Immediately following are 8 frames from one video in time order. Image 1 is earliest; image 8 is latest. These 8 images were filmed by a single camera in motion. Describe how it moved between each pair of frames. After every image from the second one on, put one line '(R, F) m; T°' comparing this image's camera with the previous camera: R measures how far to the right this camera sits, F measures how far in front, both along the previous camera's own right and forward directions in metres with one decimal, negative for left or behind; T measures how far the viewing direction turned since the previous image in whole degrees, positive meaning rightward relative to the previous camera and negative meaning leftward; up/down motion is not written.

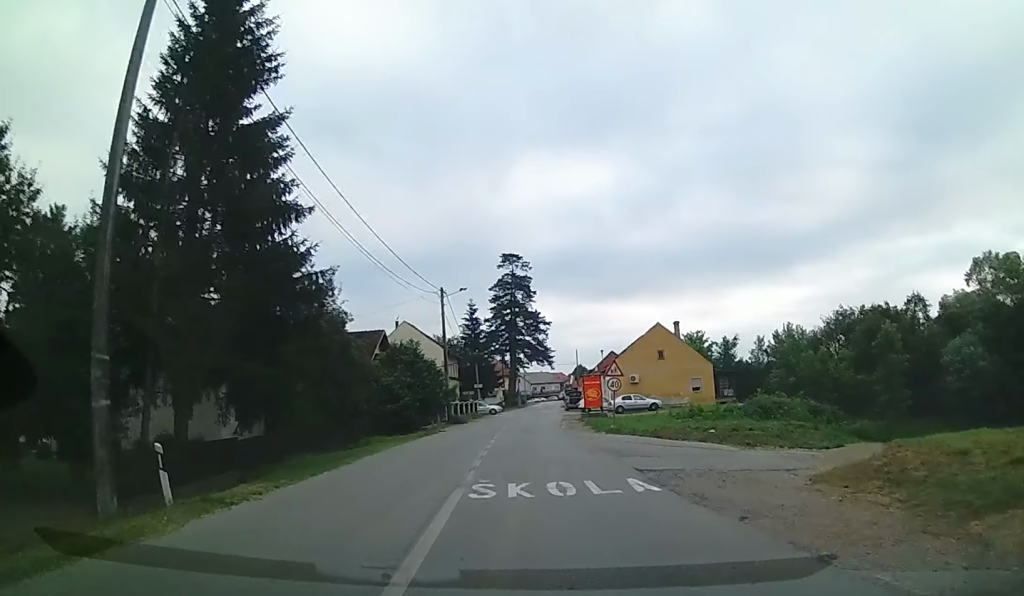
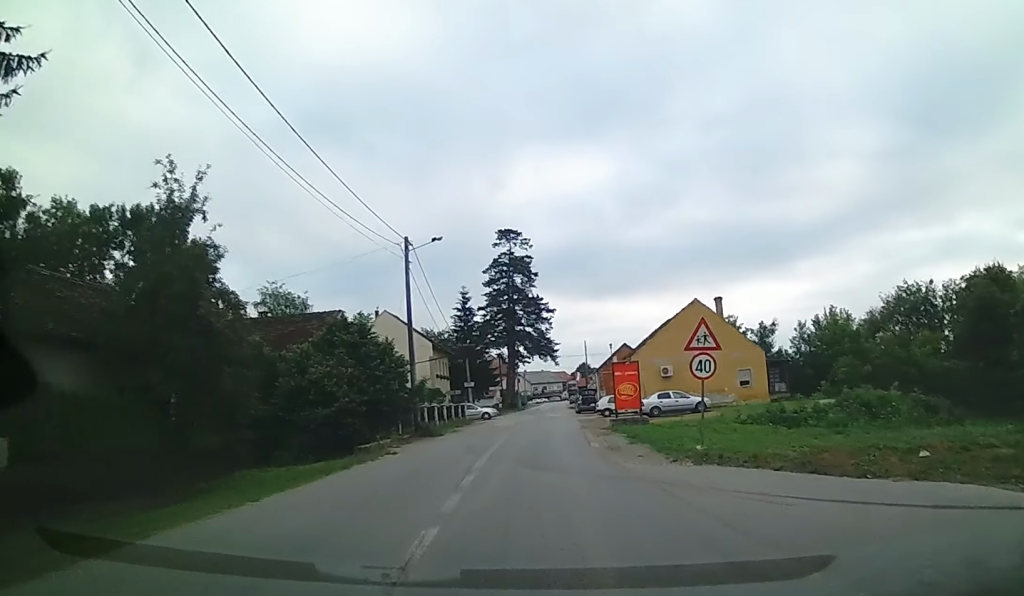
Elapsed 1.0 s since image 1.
(-0.1, +13.7) m; -1°
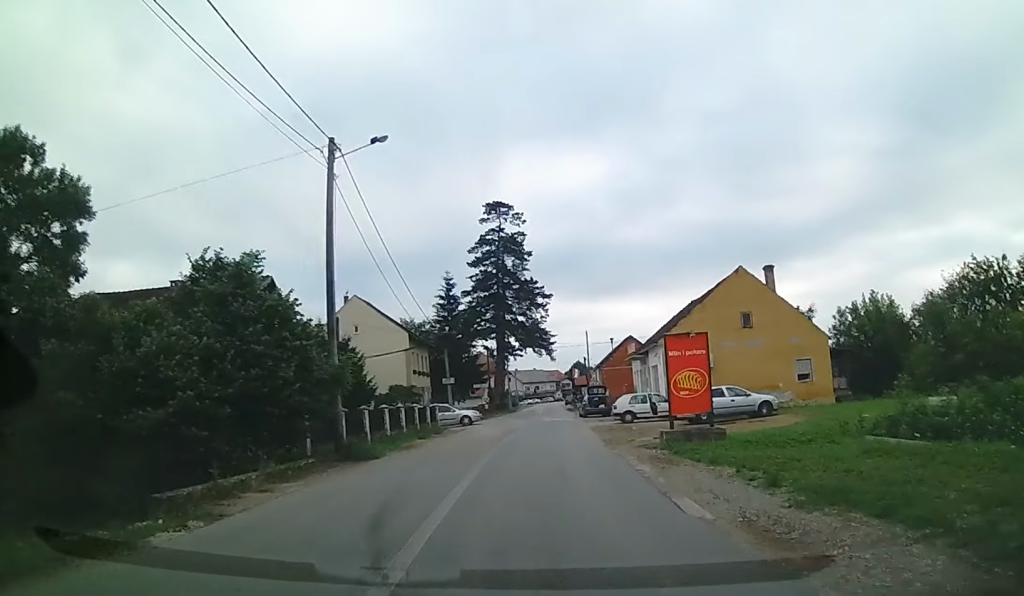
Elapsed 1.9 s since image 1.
(-0.2, +11.8) m; +3°
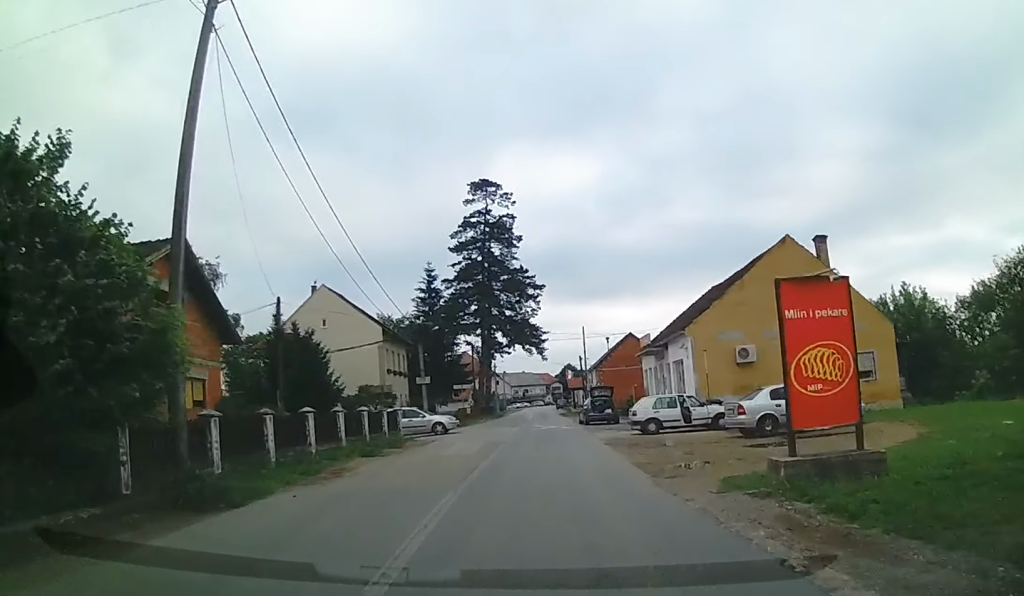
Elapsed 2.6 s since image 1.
(+0.5, +8.2) m; +3°
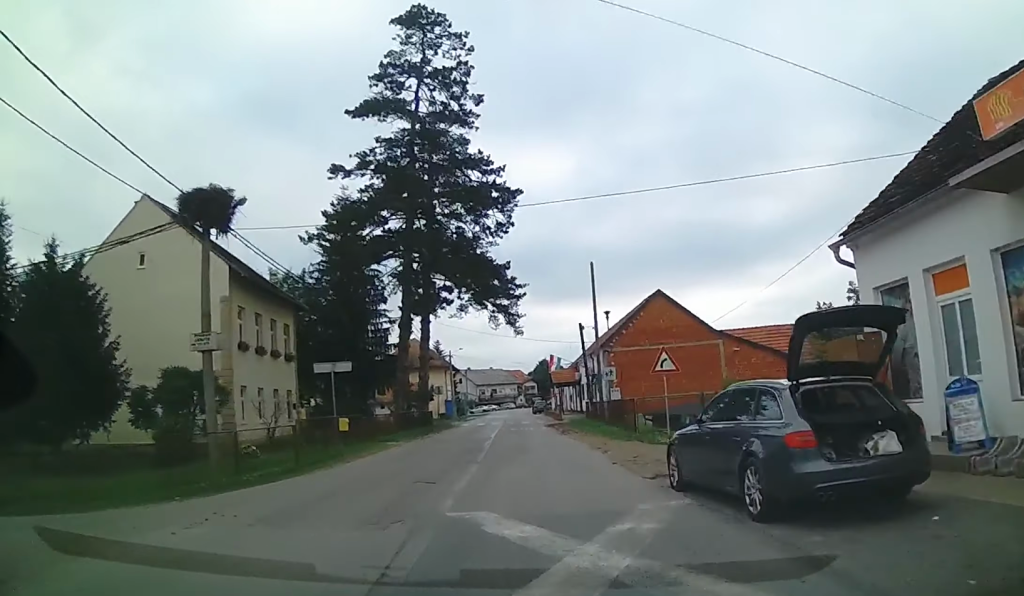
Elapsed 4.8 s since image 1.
(+1.2, +28.9) m; +1°
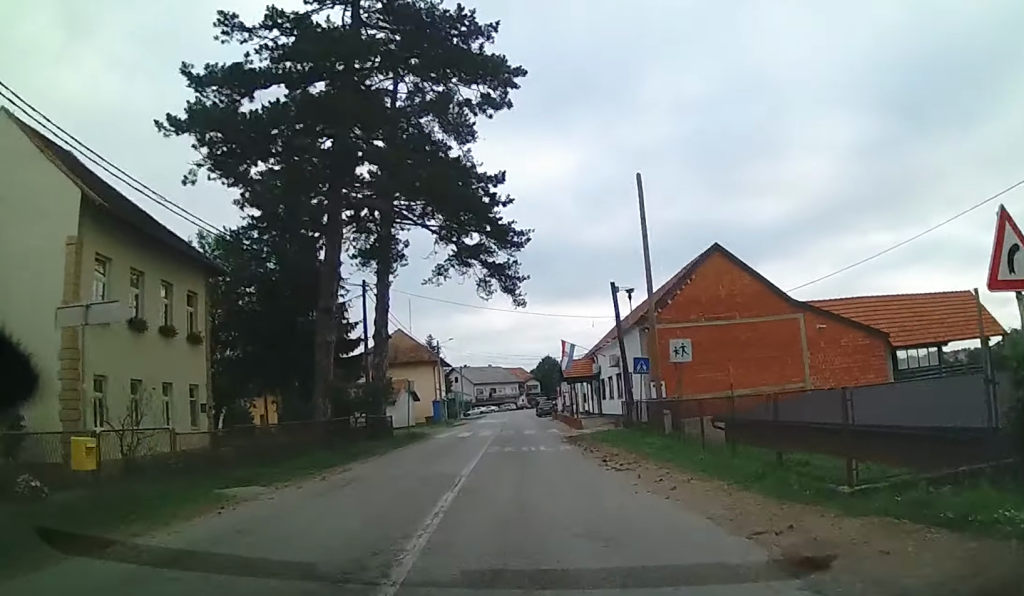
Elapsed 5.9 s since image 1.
(-0.6, +13.4) m; -1°
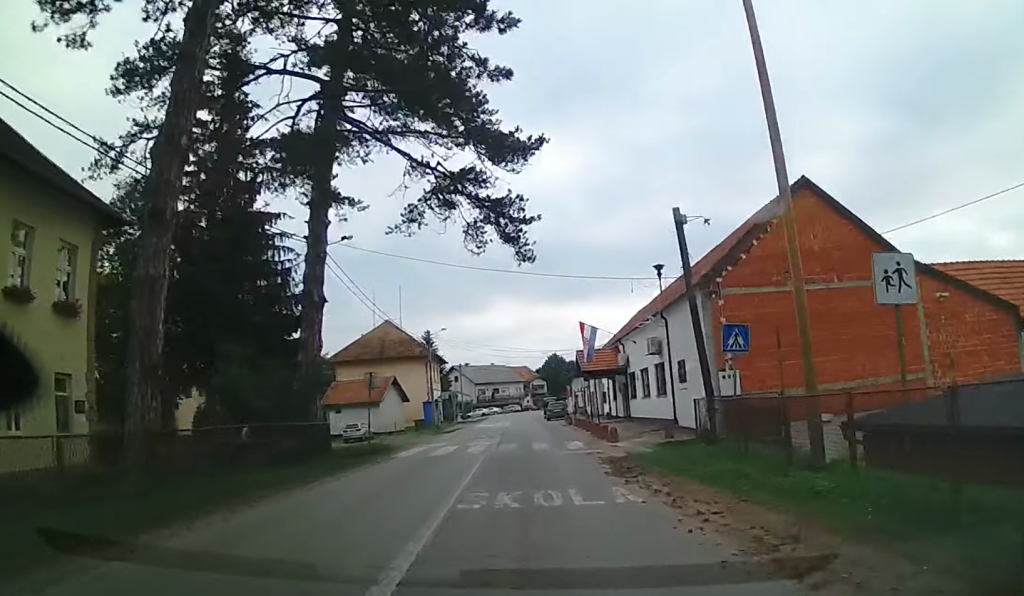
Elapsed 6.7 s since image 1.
(+0.4, +9.9) m; +1°
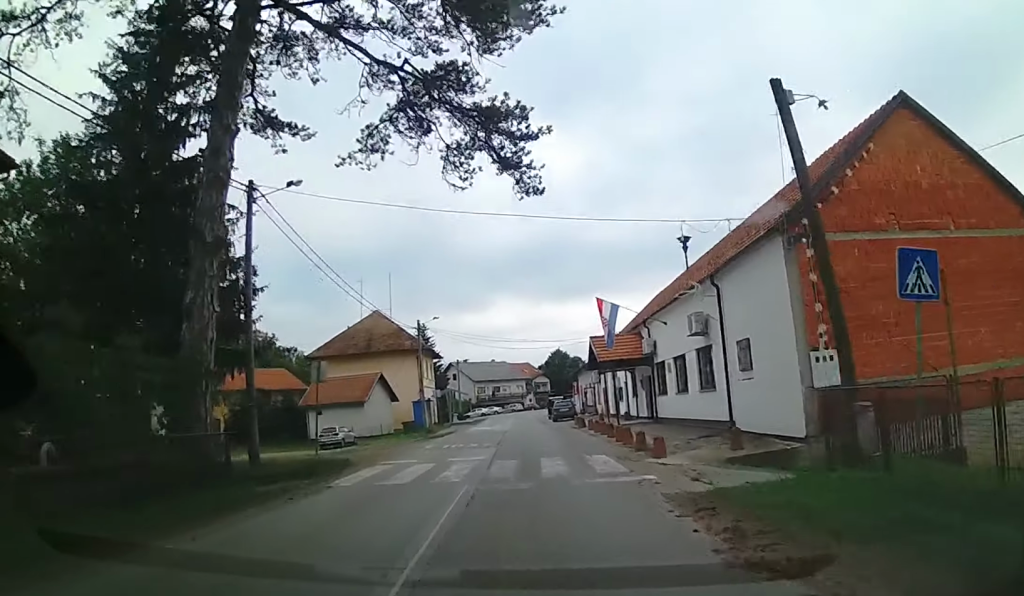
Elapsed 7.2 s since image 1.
(-0.1, +6.8) m; -1°
